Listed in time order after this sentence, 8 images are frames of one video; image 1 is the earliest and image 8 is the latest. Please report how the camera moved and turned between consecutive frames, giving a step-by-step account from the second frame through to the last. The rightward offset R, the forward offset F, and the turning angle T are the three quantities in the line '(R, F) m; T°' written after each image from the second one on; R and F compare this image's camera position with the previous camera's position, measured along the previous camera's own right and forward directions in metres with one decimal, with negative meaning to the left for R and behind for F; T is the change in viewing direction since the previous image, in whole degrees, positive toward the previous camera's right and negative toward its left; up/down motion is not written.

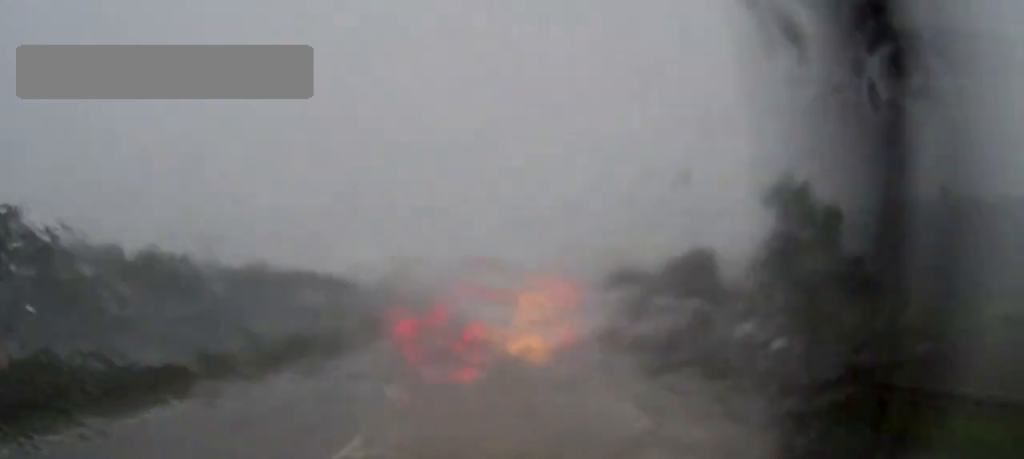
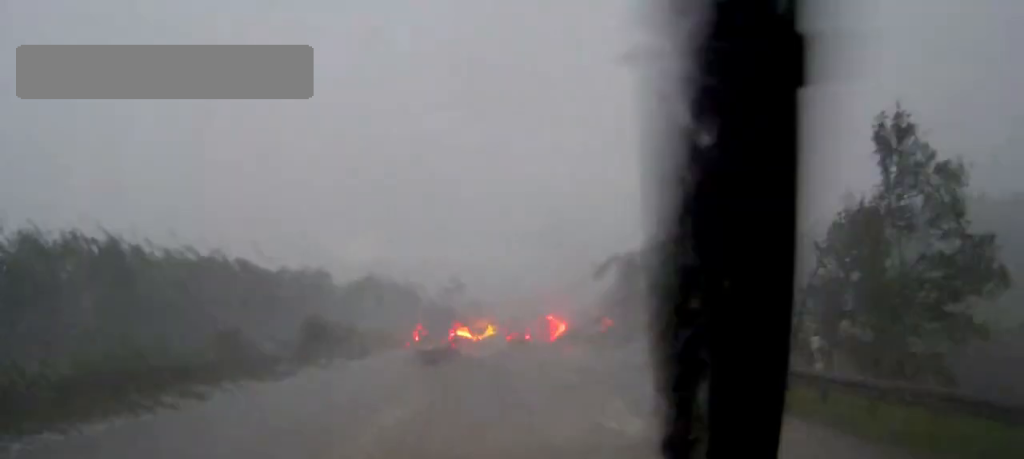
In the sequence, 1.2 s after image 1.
(0.0, +13.7) m; 0°
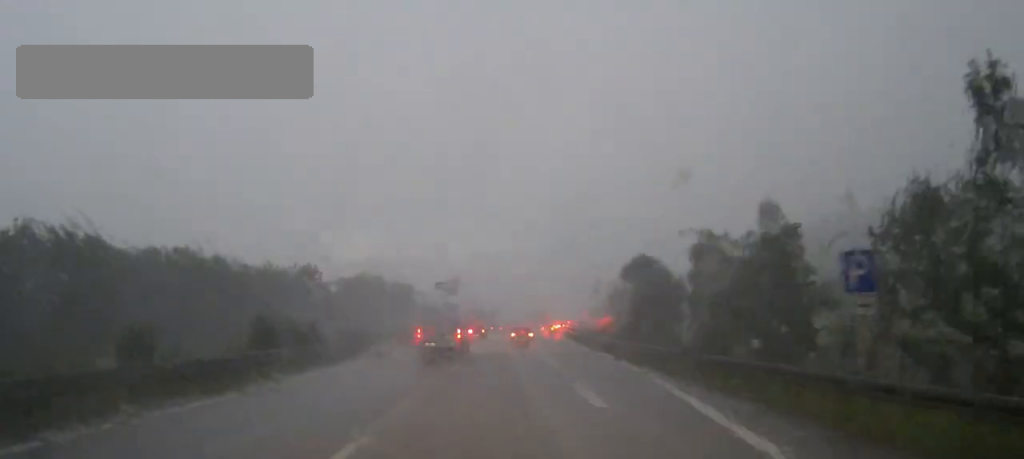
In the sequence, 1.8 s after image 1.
(0.0, +7.3) m; 0°
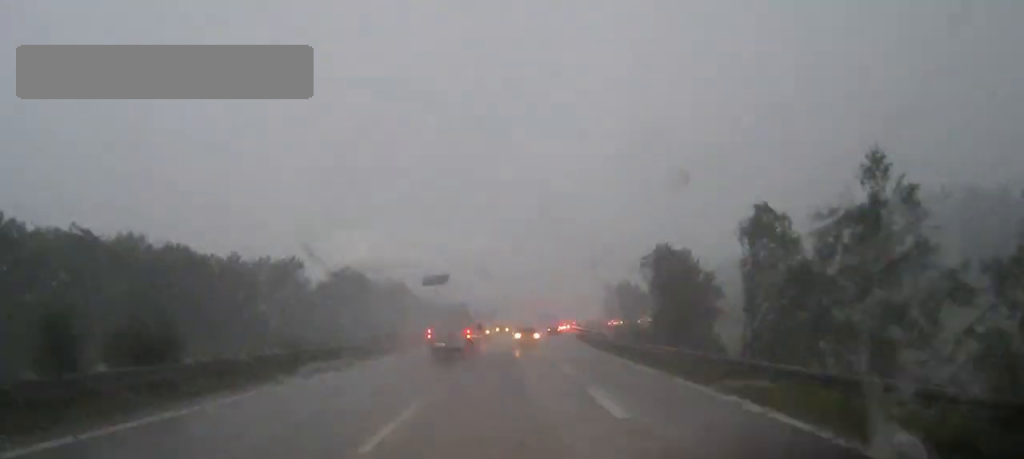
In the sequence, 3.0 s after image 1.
(0.0, +13.7) m; 0°
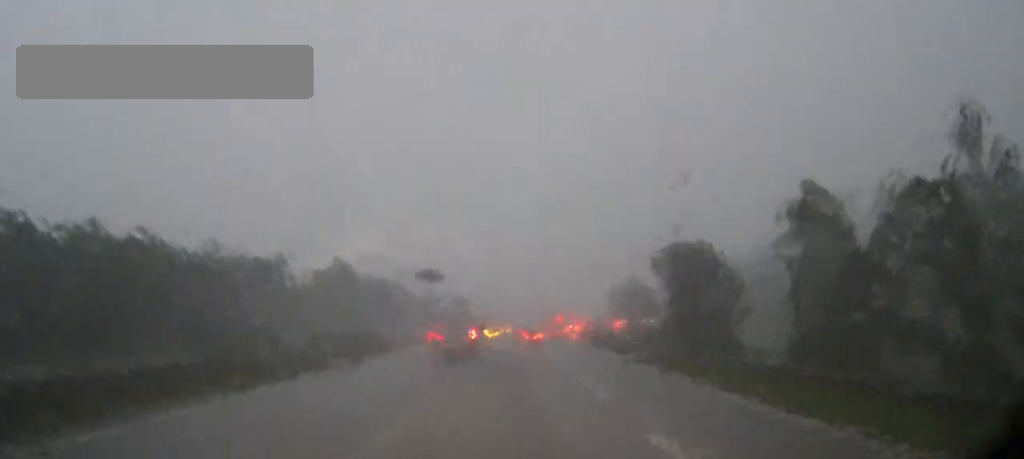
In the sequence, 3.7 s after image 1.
(0.0, +7.9) m; 0°
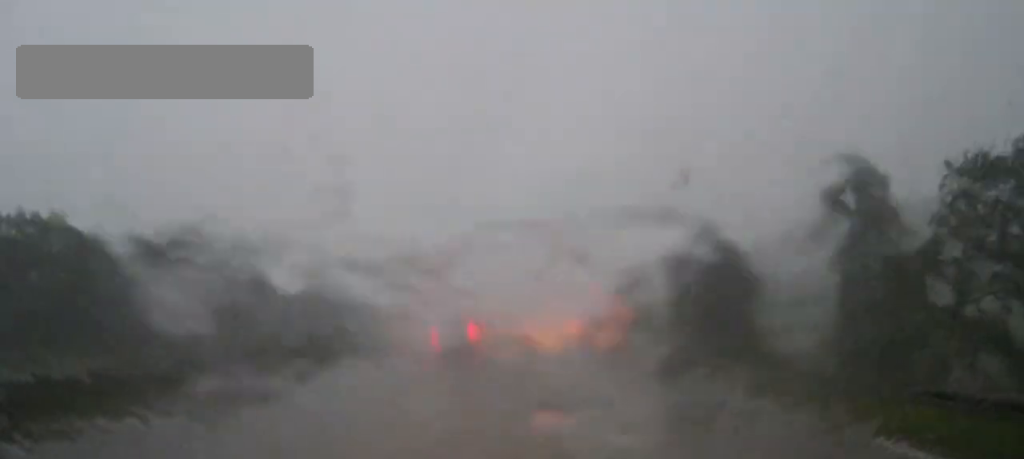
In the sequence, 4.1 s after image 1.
(0.0, +5.6) m; 0°
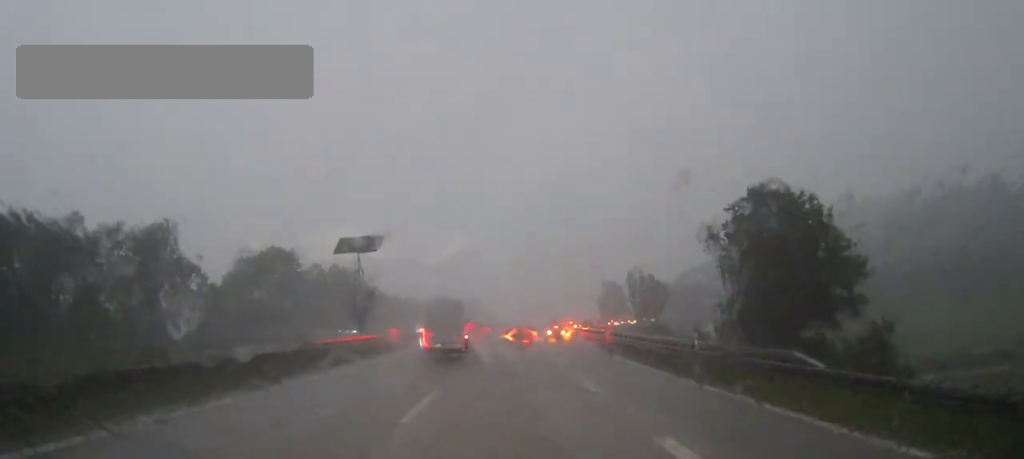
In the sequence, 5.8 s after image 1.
(+0.2, +19.9) m; +1°
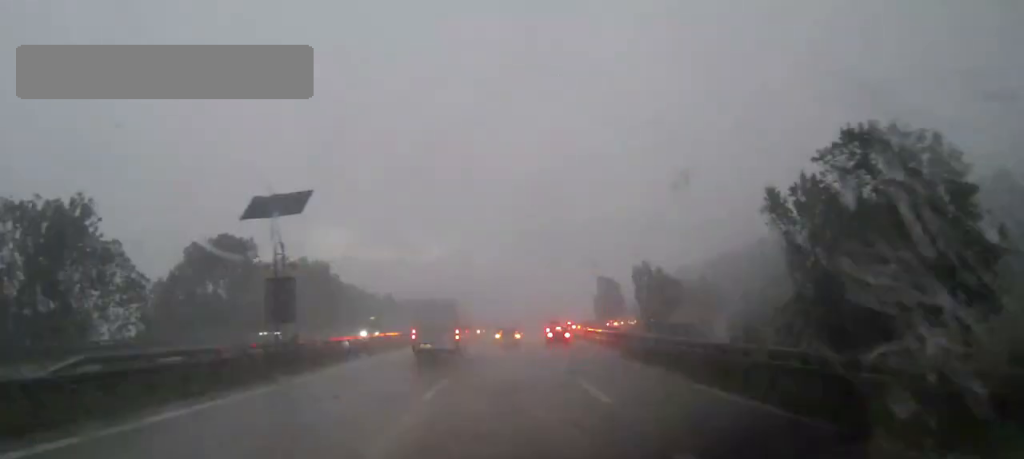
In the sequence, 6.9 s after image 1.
(+0.1, +14.2) m; +1°
